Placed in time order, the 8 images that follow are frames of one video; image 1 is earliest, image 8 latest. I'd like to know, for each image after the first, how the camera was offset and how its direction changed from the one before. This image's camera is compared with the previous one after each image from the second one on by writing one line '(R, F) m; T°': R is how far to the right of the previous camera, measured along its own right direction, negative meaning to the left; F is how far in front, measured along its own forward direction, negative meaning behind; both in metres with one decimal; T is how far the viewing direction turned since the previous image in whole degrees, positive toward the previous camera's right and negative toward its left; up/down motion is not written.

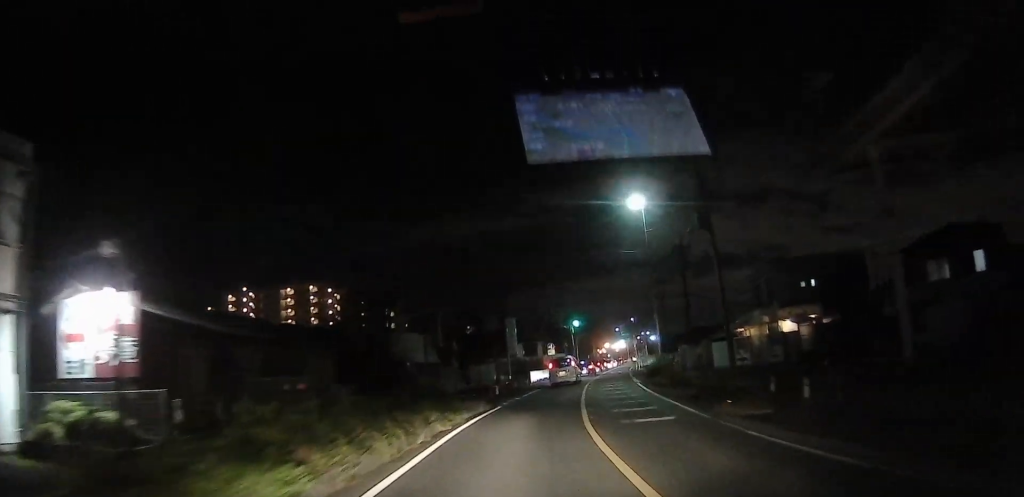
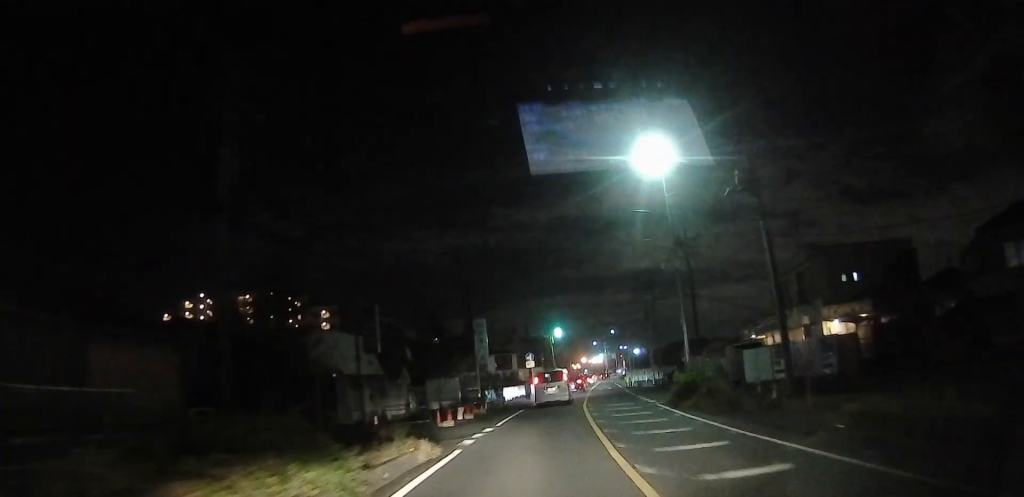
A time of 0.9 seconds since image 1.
(+0.1, +12.2) m; +3°
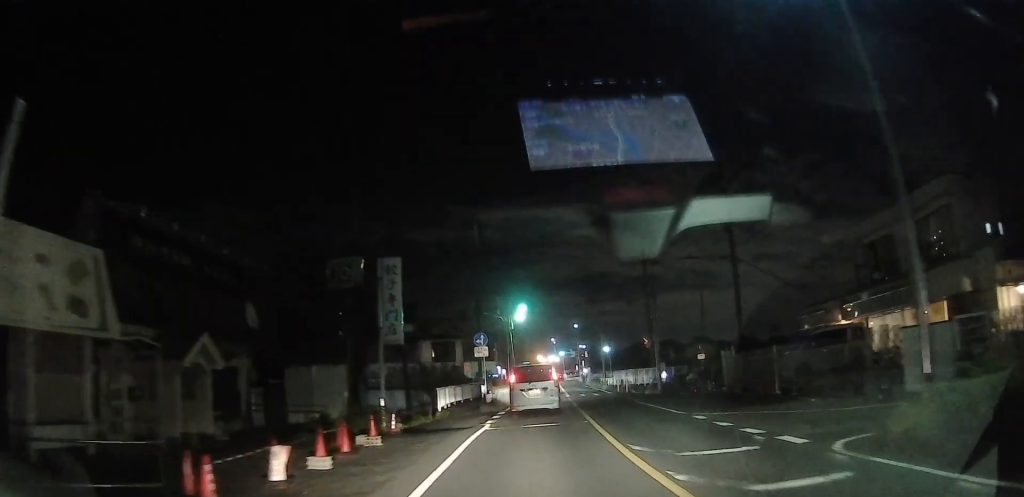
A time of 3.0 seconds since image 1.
(+1.9, +25.6) m; +7°
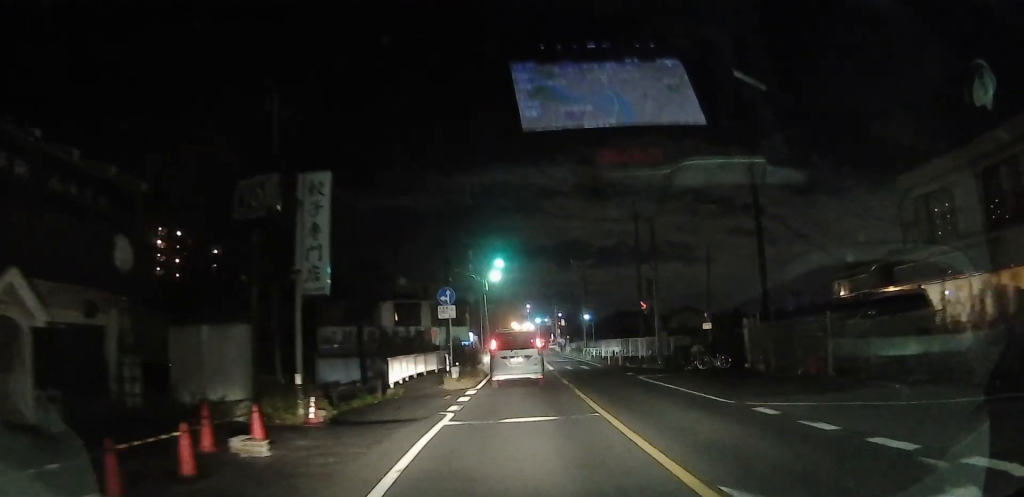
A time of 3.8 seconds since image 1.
(+0.3, +8.1) m; +2°
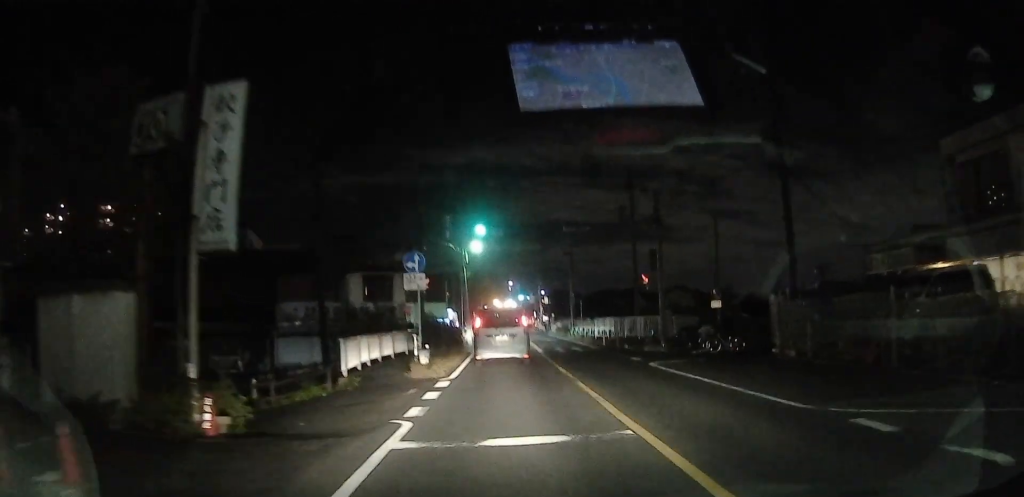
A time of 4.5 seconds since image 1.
(+0.1, +4.9) m; +2°
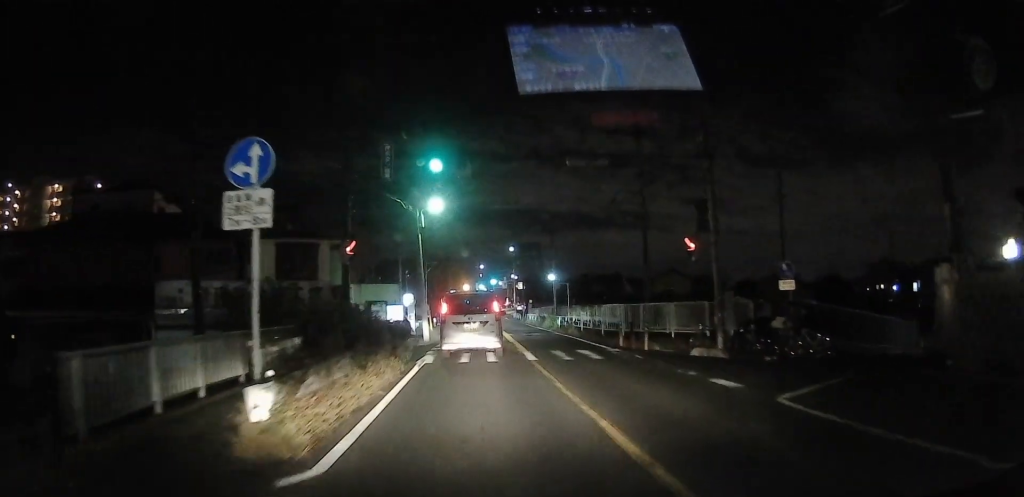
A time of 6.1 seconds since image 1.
(+0.4, +10.4) m; +8°
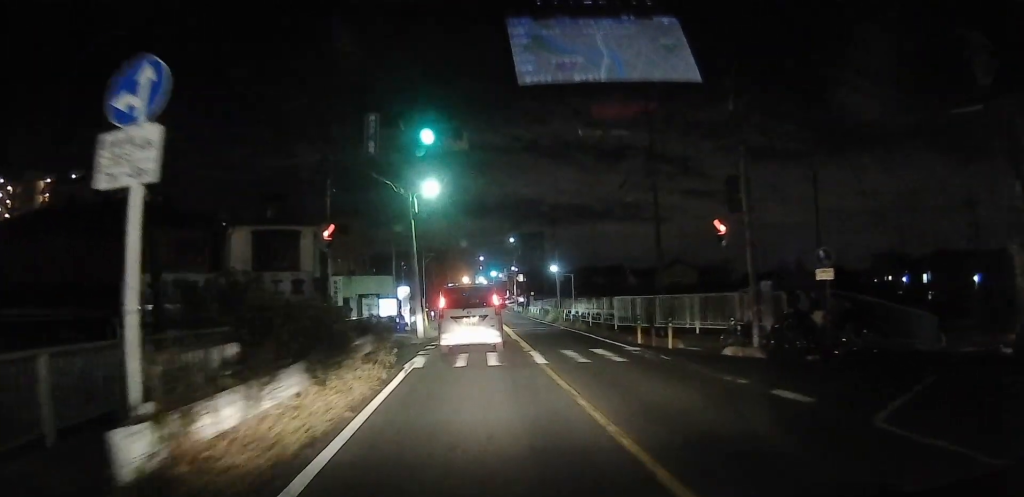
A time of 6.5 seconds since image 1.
(+0.2, +2.3) m; 0°
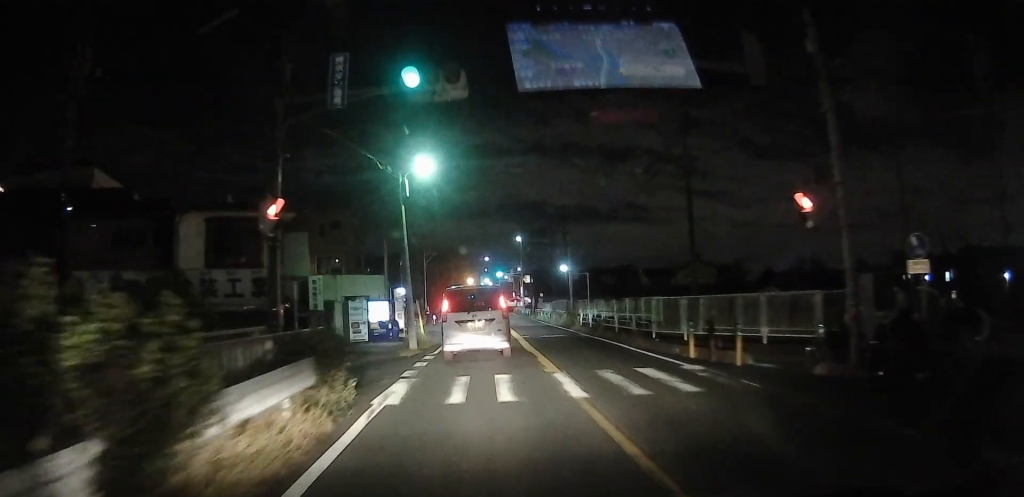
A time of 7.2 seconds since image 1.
(+0.2, +3.9) m; -1°
